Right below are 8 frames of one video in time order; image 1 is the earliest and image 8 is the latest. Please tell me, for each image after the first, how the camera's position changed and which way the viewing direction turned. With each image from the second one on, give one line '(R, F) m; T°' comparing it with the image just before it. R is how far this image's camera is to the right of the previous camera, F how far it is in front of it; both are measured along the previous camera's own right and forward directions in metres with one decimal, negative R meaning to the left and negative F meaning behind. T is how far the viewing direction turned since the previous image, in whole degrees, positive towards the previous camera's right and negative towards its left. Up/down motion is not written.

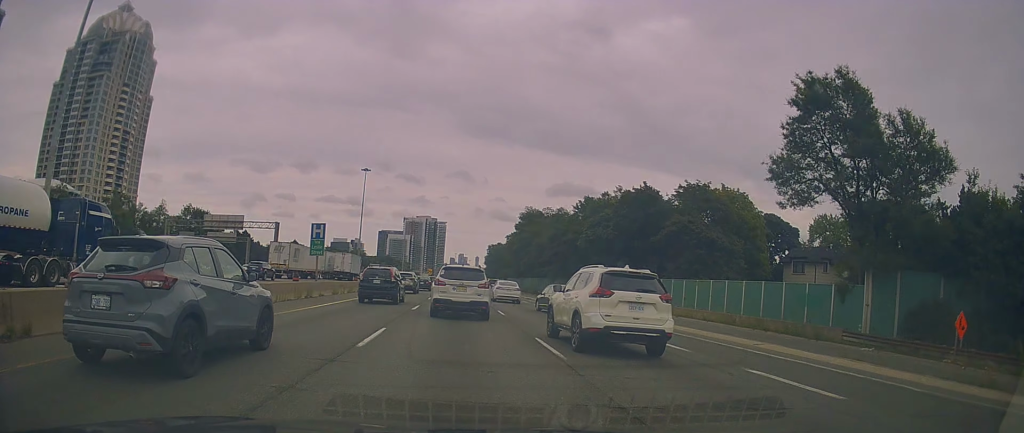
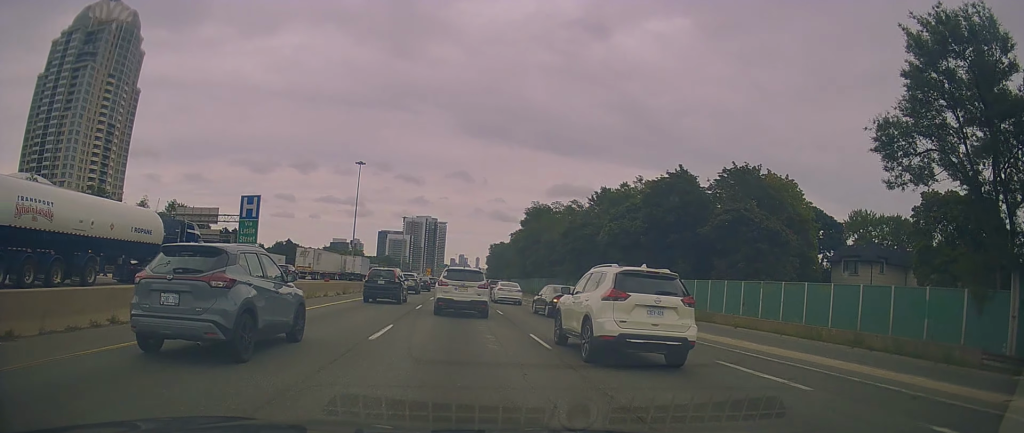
(+0.7, +10.7) m; -1°
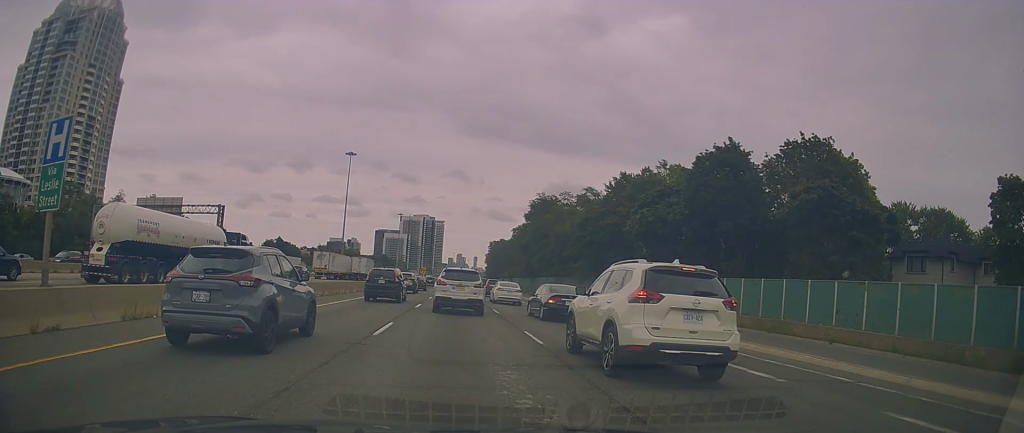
(-1.0, +10.9) m; -3°
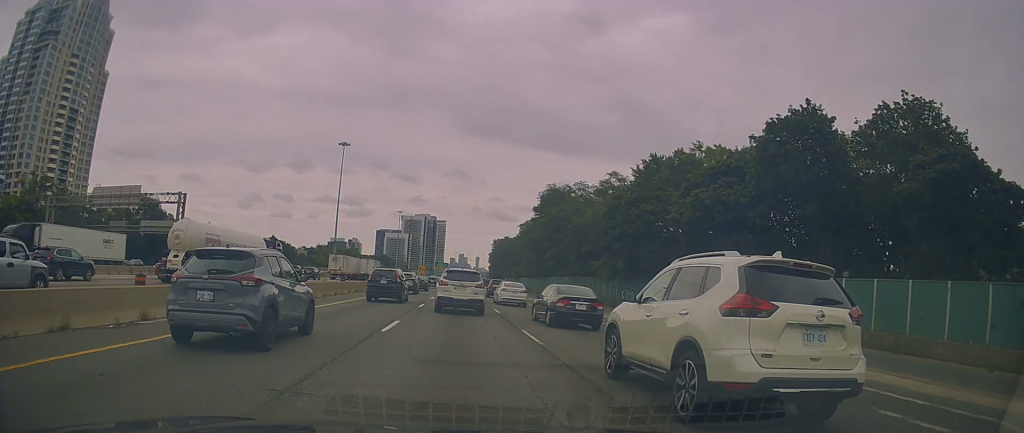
(+0.4, +10.6) m; +3°
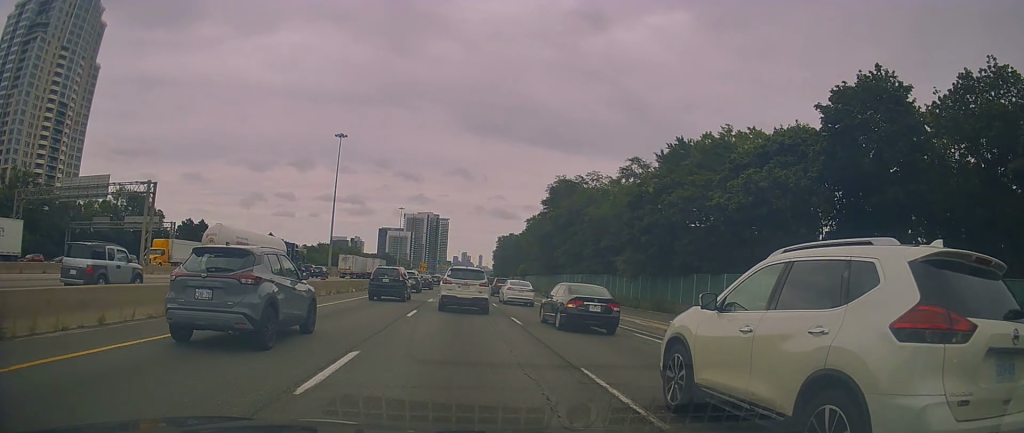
(+0.1, +6.7) m; 0°
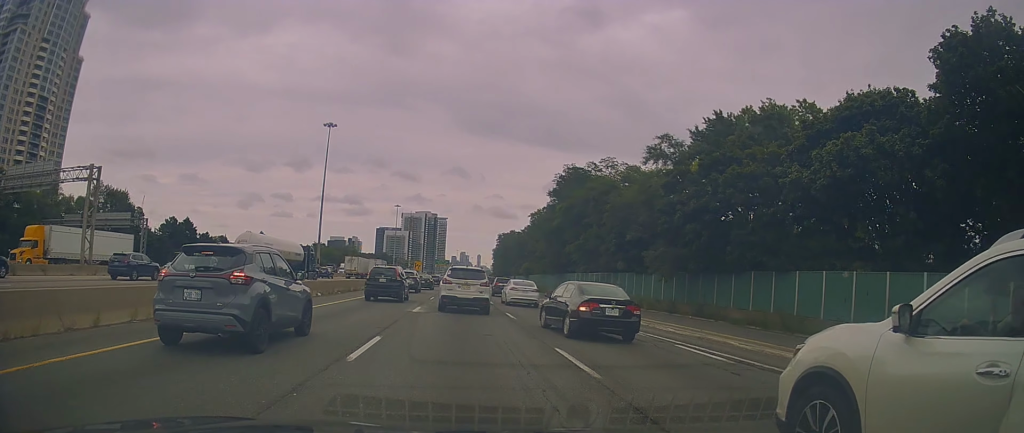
(-0.1, +9.1) m; -2°
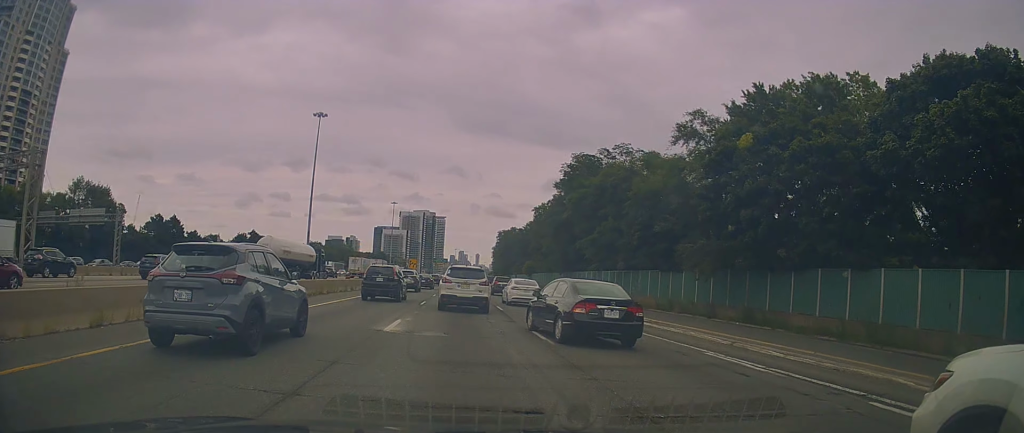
(-0.2, +7.8) m; 0°
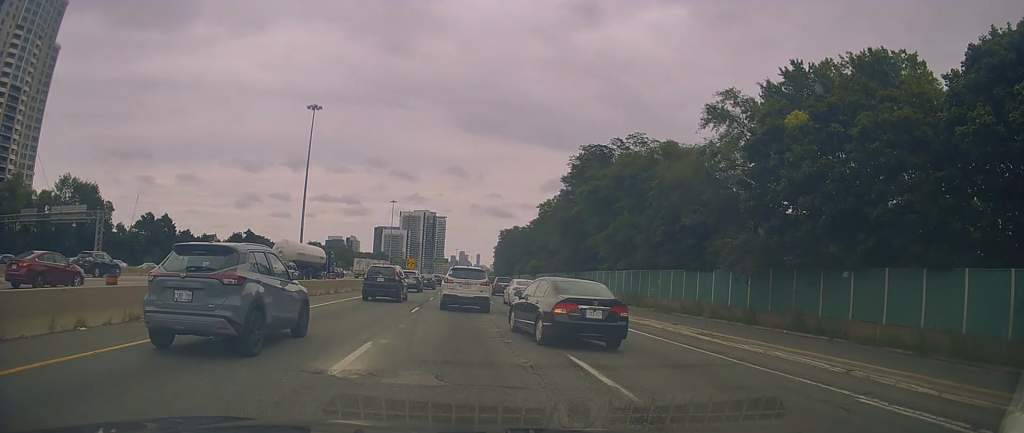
(+0.3, +5.8) m; 0°
